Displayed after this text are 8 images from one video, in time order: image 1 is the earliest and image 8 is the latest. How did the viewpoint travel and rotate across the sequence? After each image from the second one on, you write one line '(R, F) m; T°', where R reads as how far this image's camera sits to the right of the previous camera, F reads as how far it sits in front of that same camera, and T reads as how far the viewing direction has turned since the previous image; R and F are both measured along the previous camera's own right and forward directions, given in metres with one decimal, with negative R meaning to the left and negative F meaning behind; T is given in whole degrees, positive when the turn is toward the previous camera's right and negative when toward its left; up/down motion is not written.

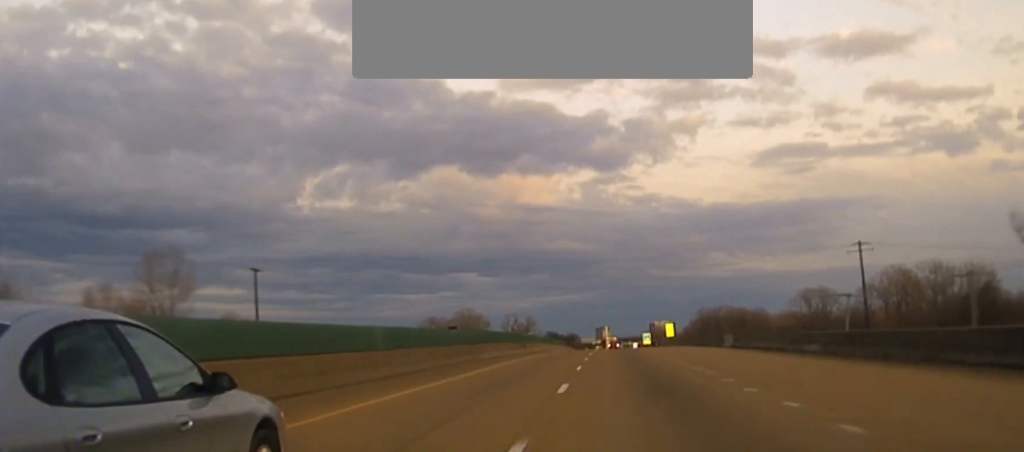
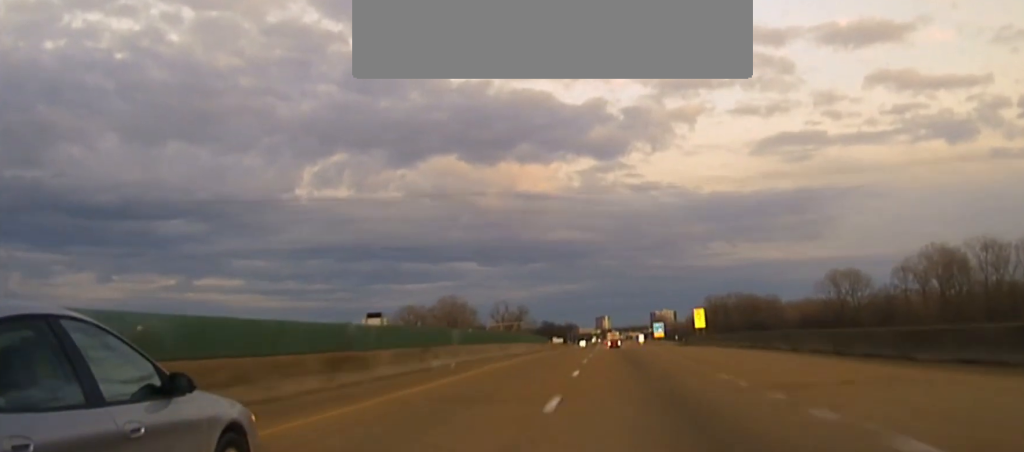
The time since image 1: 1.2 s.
(-0.3, +53.1) m; -1°
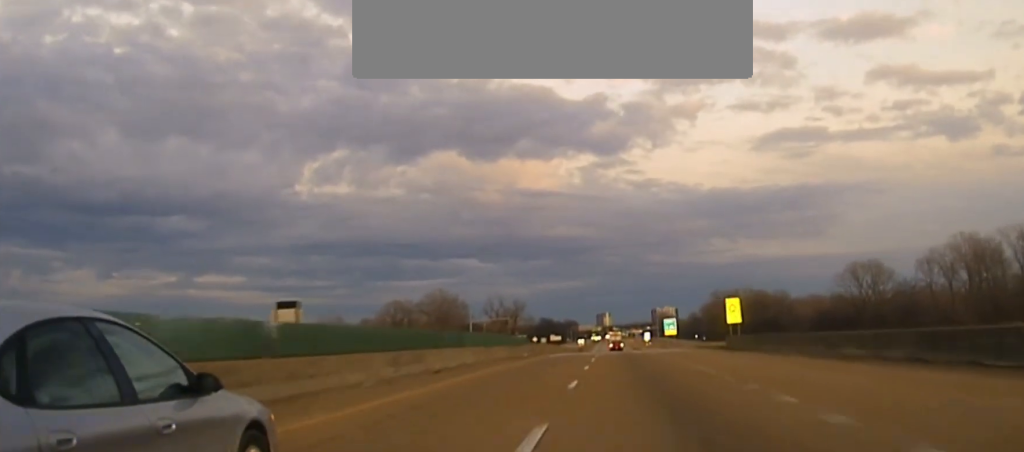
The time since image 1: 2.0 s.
(-0.1, +30.8) m; 0°
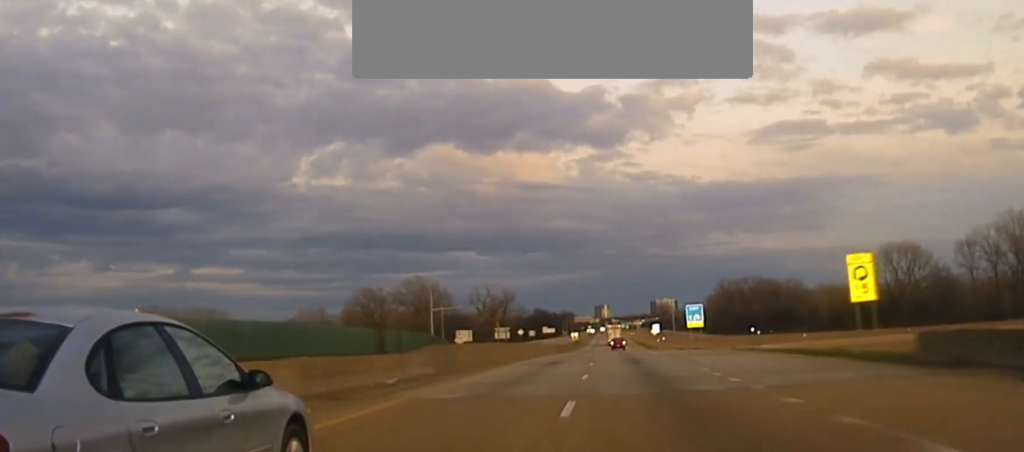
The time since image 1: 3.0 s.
(-0.1, +41.7) m; 0°
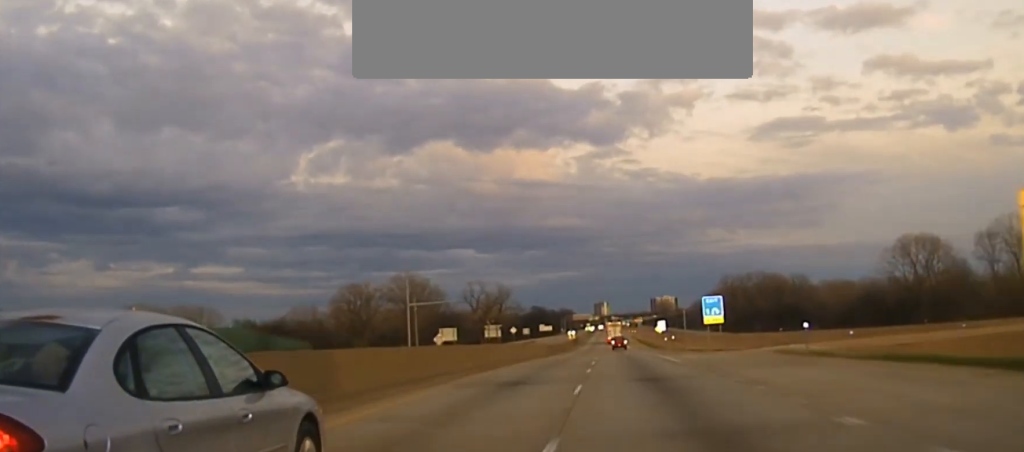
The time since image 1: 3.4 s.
(0.0, +18.3) m; 0°
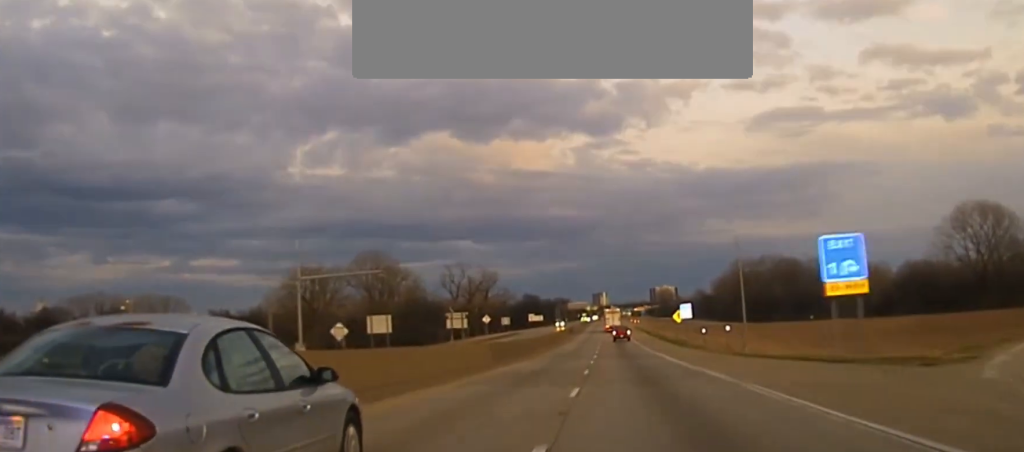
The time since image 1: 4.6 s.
(+0.1, +51.2) m; 0°
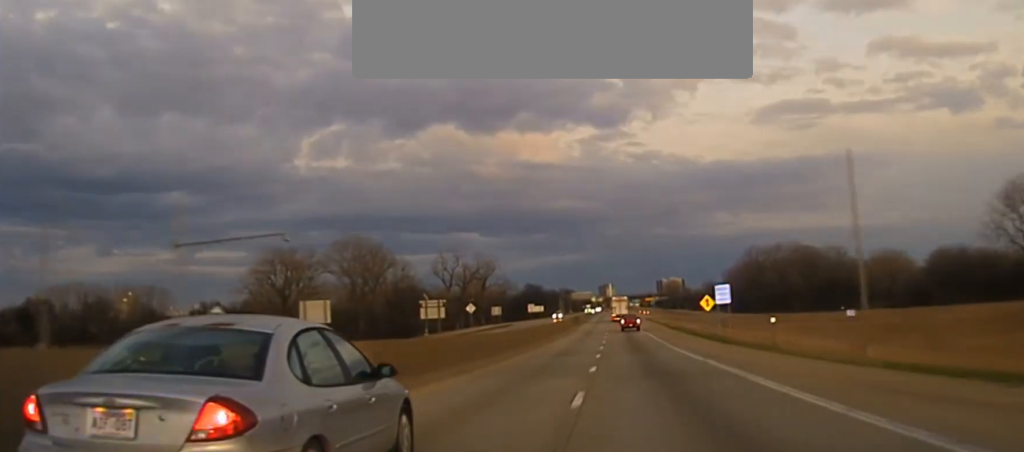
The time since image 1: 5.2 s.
(0.0, +27.4) m; 0°
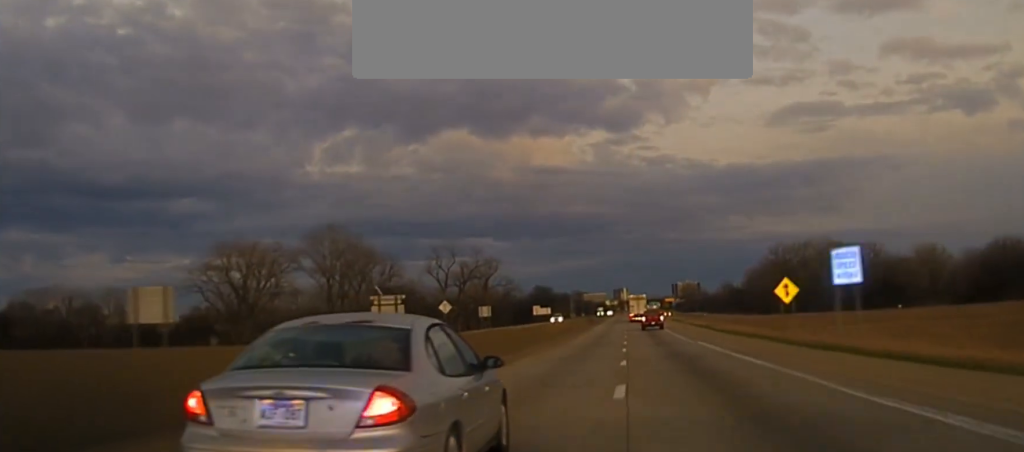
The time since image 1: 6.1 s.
(+0.1, +36.5) m; 0°
